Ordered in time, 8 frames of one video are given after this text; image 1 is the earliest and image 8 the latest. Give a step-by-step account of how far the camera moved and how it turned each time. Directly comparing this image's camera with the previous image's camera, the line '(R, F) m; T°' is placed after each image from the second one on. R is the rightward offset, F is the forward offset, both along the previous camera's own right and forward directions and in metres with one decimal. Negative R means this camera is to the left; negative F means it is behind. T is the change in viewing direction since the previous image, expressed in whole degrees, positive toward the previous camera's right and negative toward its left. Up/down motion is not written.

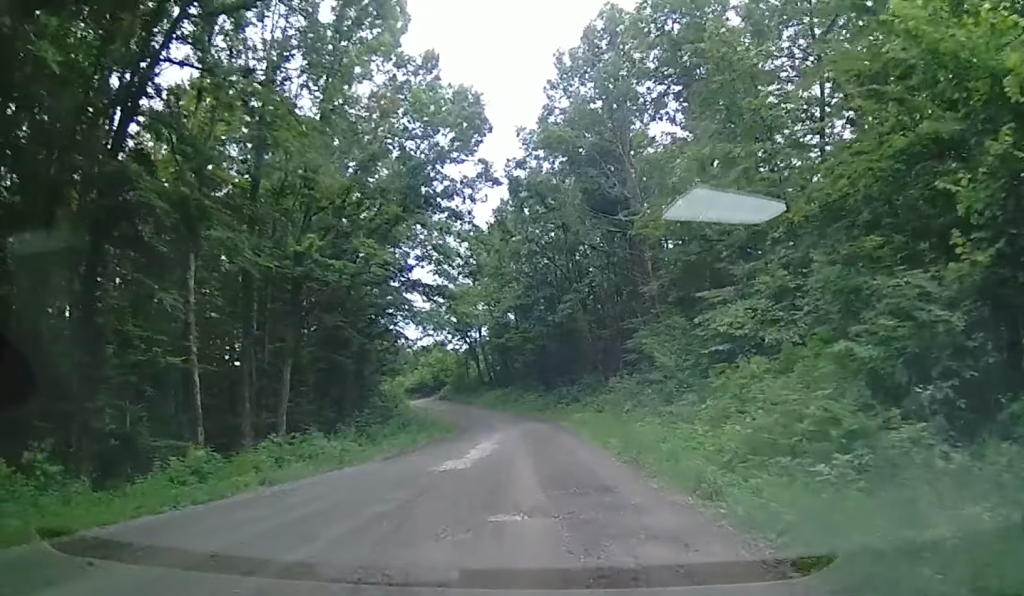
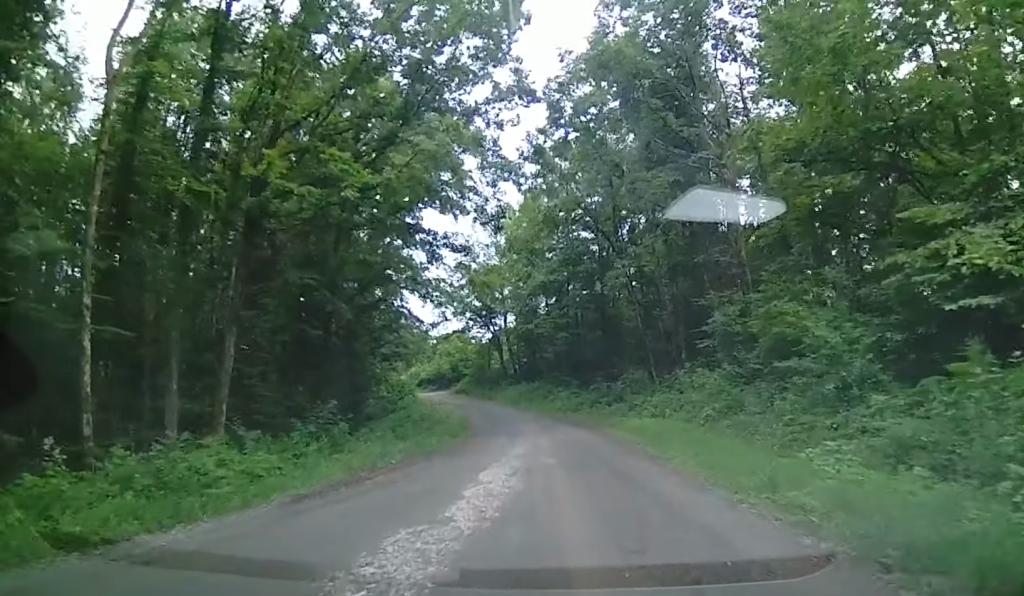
(+0.1, +9.9) m; +2°
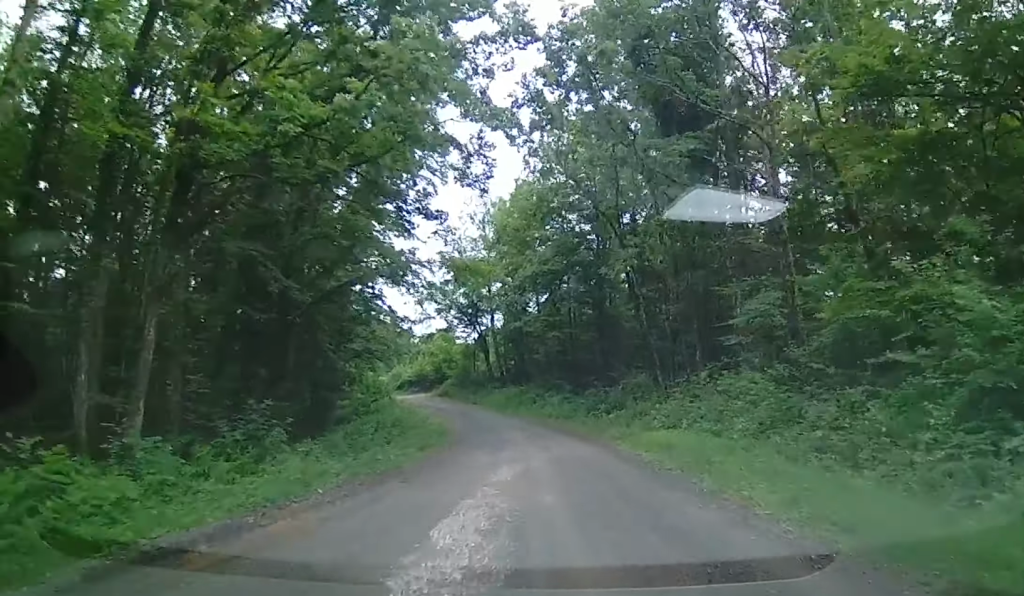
(0.0, +5.0) m; +2°
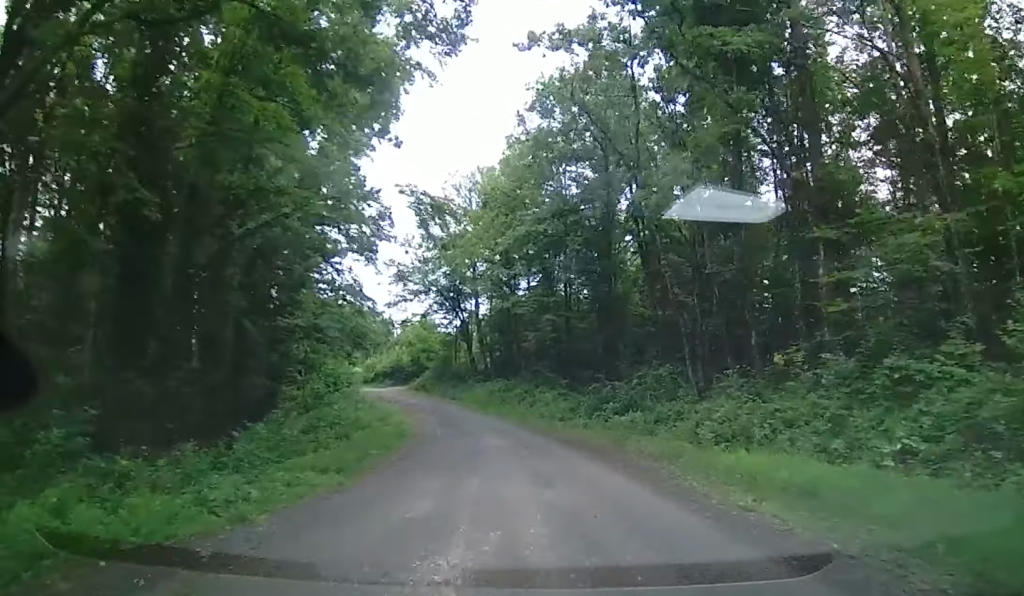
(+0.4, +8.2) m; +2°
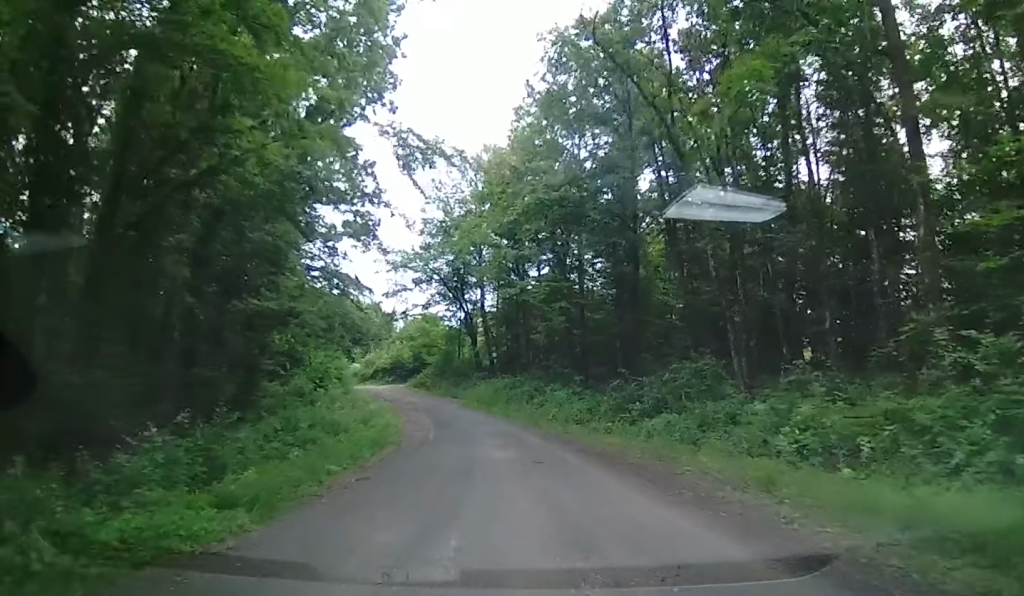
(-0.1, +4.3) m; -2°
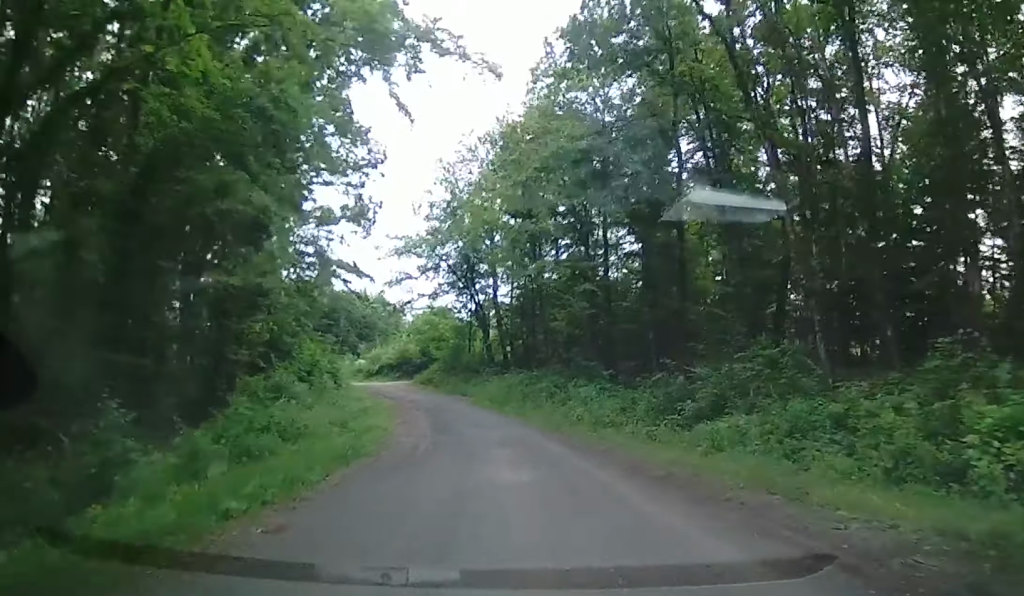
(-0.1, +4.8) m; -2°
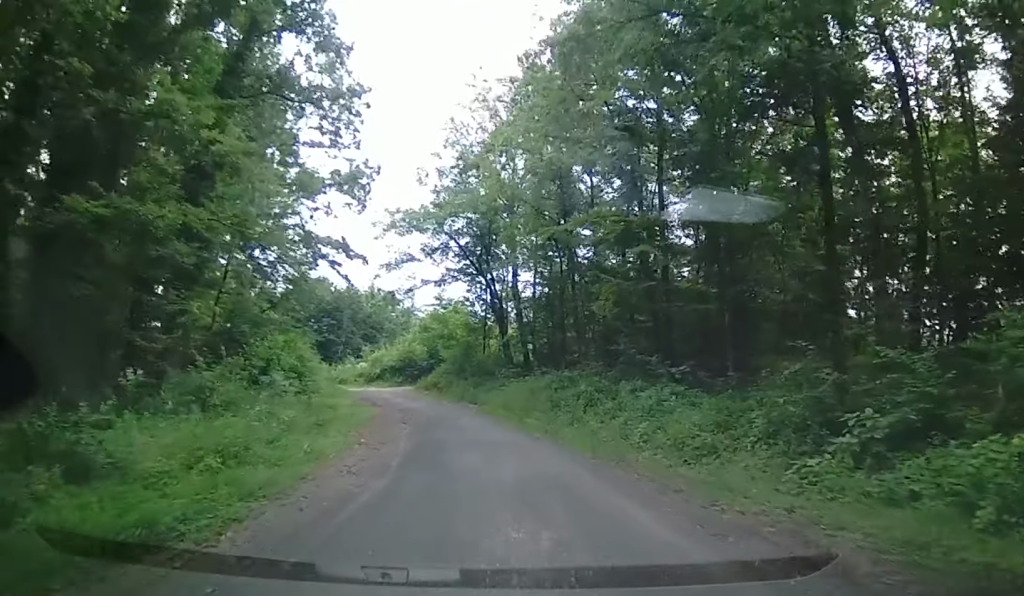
(-0.2, +8.3) m; -2°
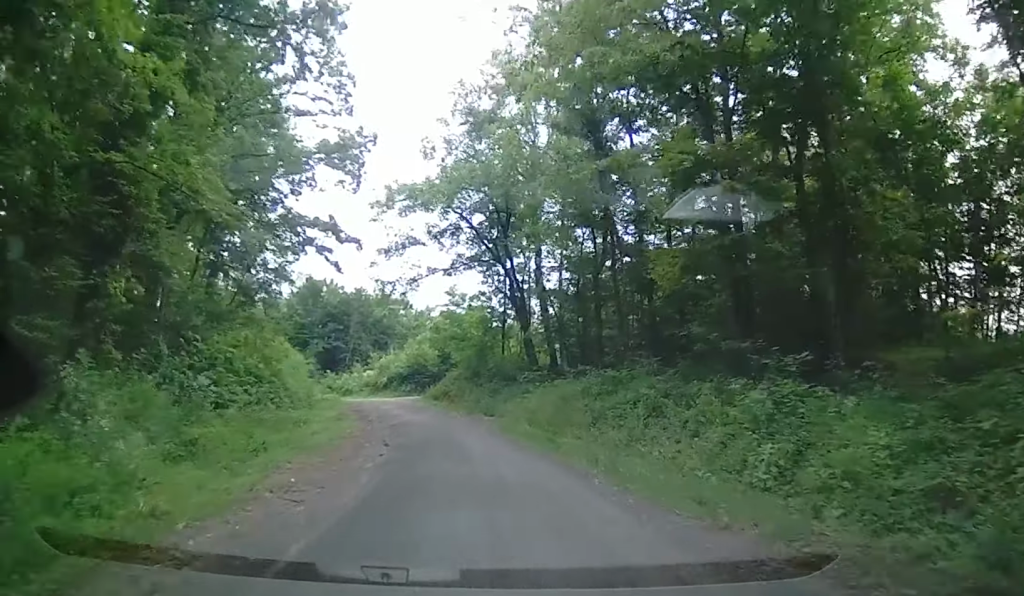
(0.0, +6.5) m; -1°
